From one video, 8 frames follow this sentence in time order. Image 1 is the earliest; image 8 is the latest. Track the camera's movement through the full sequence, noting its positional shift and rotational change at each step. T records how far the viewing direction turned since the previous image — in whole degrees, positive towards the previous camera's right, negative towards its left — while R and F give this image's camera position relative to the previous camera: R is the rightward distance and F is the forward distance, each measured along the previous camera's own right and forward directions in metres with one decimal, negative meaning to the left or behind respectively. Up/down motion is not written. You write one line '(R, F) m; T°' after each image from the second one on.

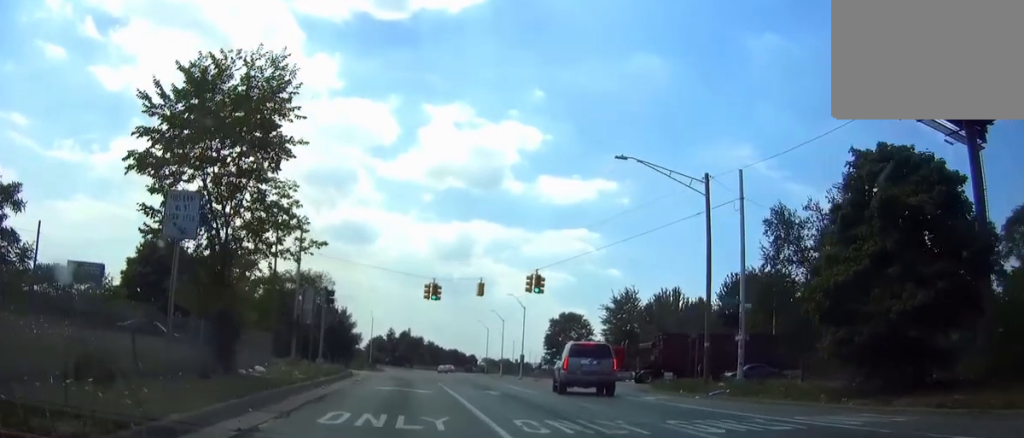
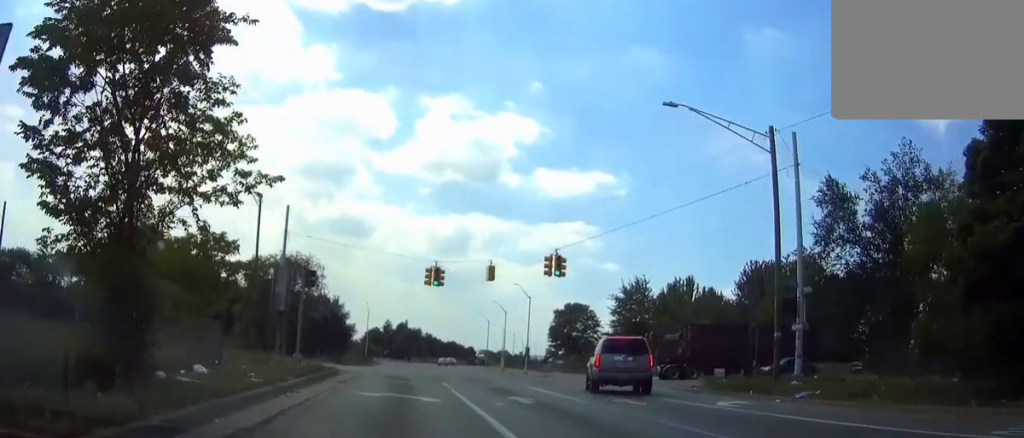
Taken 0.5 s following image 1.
(0.0, +5.8) m; 0°
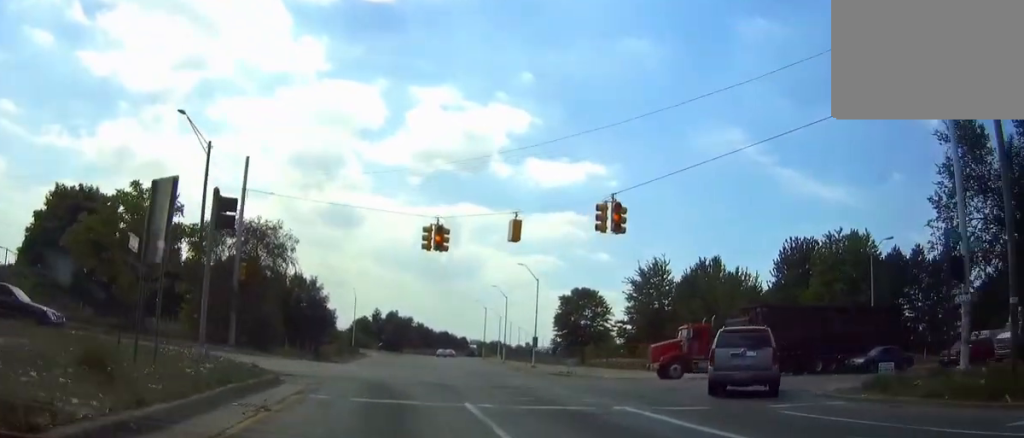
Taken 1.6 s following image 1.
(0.0, +11.4) m; 0°
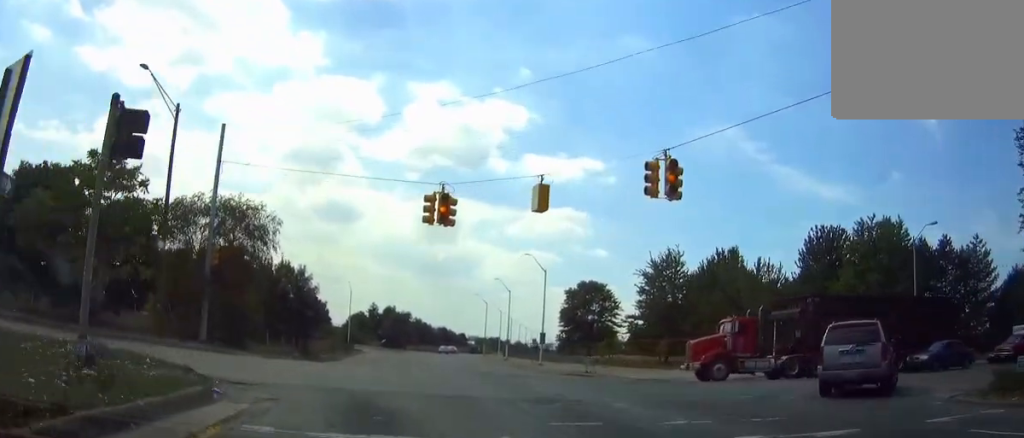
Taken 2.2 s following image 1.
(0.0, +5.6) m; 0°
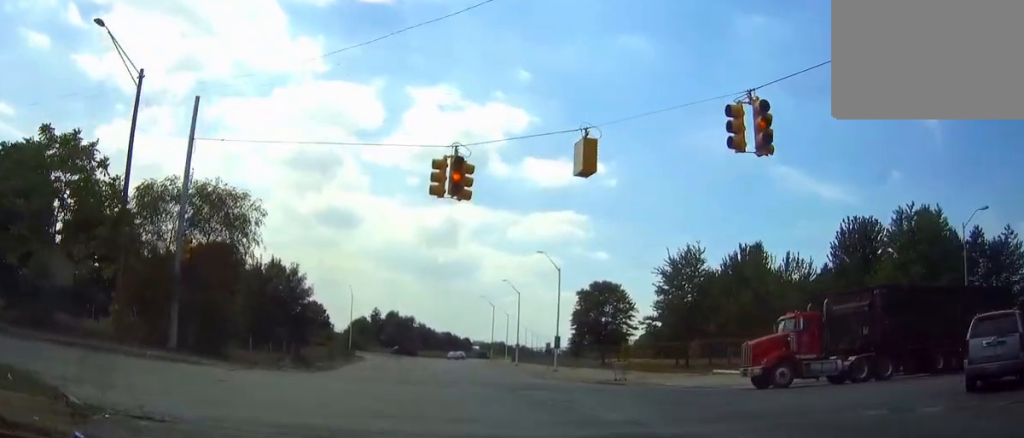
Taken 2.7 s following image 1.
(0.0, +5.2) m; -4°
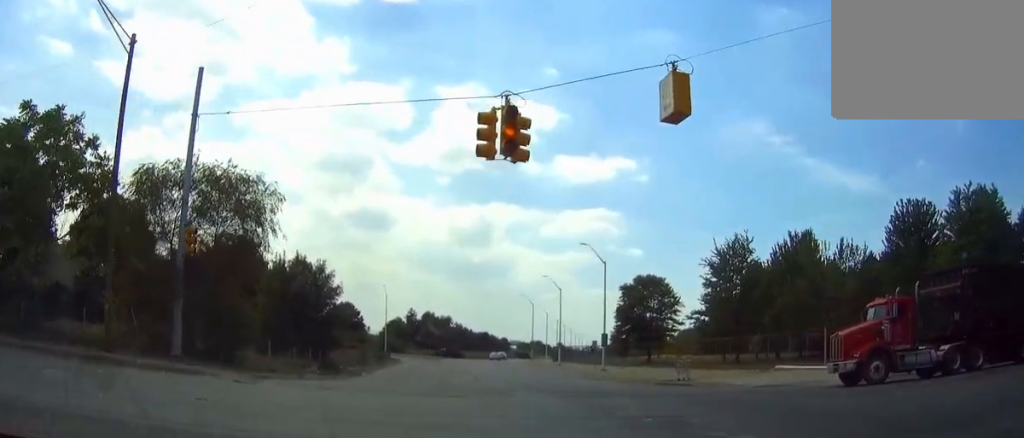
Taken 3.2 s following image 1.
(+0.2, +4.4) m; -5°
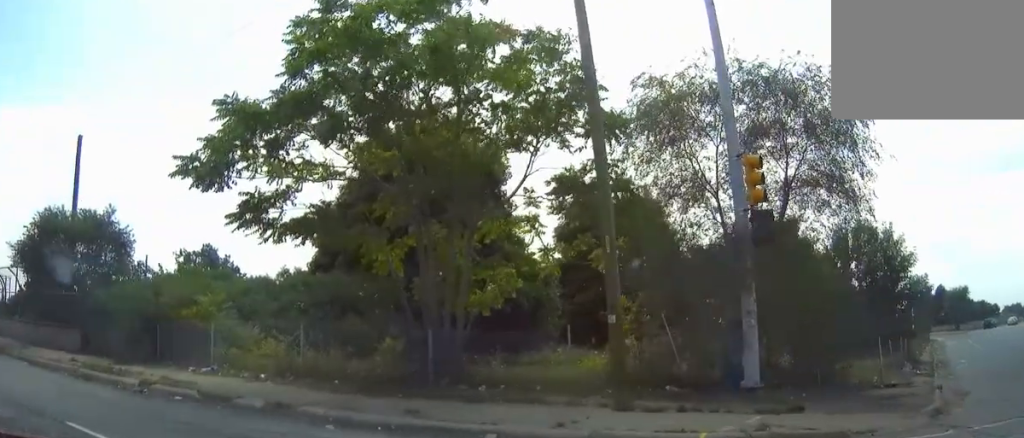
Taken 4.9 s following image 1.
(-4.7, +11.7) m; -46°
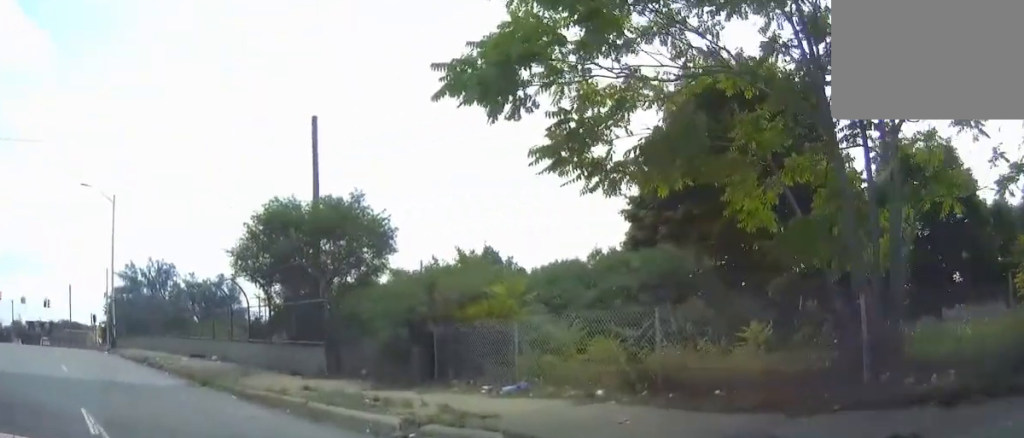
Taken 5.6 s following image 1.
(-1.0, +5.2) m; -18°
